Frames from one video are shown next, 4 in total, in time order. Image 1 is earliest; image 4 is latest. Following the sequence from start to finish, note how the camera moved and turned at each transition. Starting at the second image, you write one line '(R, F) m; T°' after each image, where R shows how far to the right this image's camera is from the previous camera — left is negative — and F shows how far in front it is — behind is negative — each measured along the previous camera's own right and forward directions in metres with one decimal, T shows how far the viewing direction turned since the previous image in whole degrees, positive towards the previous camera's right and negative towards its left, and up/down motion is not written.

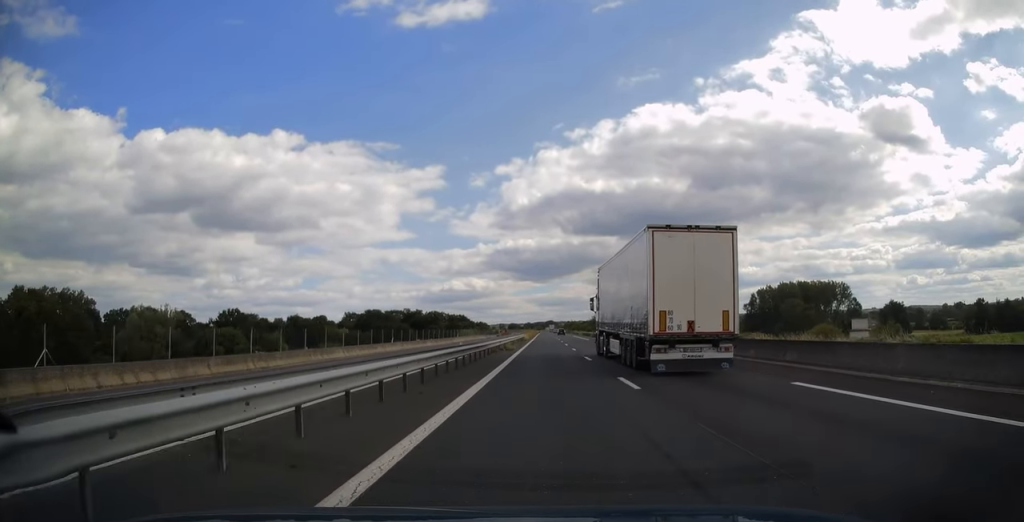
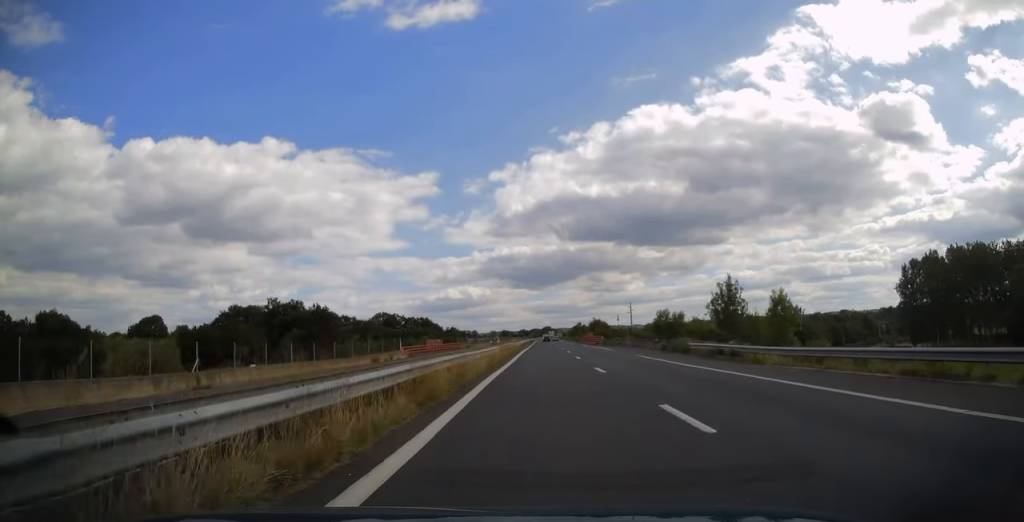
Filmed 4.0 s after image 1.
(+0.5, +137.1) m; 0°
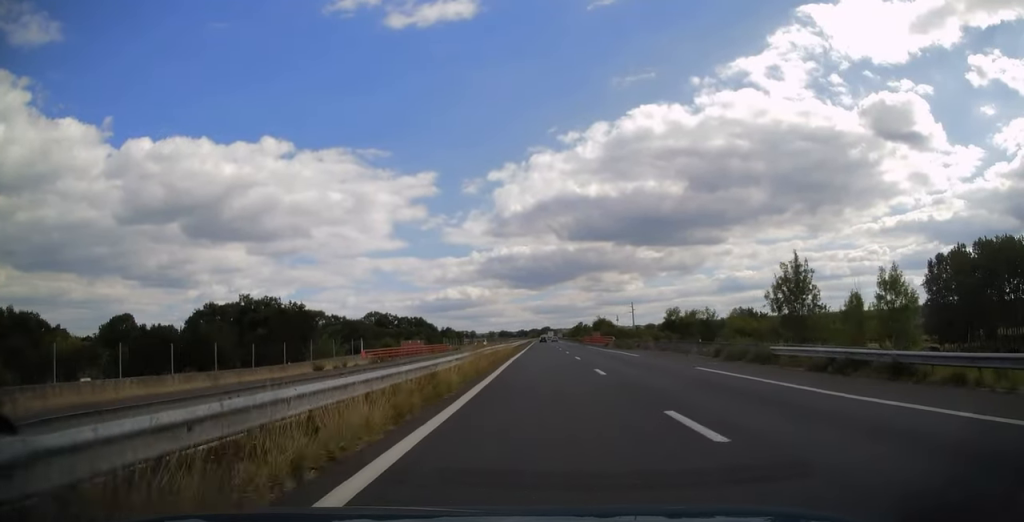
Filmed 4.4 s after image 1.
(0.0, +13.8) m; 0°
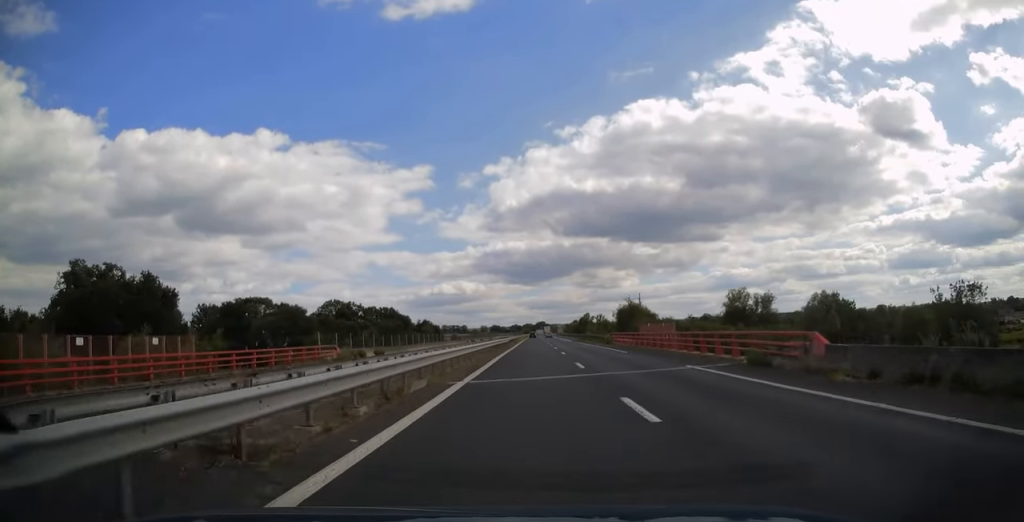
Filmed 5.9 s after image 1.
(+0.2, +52.3) m; +1°
